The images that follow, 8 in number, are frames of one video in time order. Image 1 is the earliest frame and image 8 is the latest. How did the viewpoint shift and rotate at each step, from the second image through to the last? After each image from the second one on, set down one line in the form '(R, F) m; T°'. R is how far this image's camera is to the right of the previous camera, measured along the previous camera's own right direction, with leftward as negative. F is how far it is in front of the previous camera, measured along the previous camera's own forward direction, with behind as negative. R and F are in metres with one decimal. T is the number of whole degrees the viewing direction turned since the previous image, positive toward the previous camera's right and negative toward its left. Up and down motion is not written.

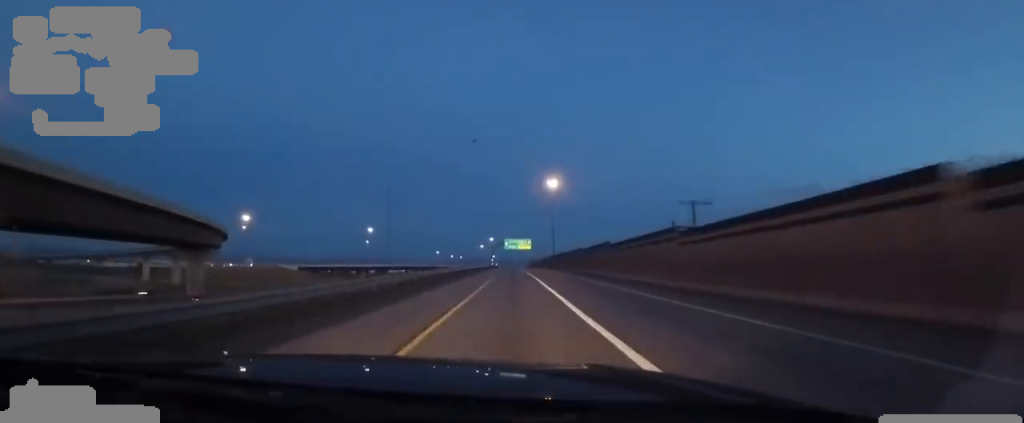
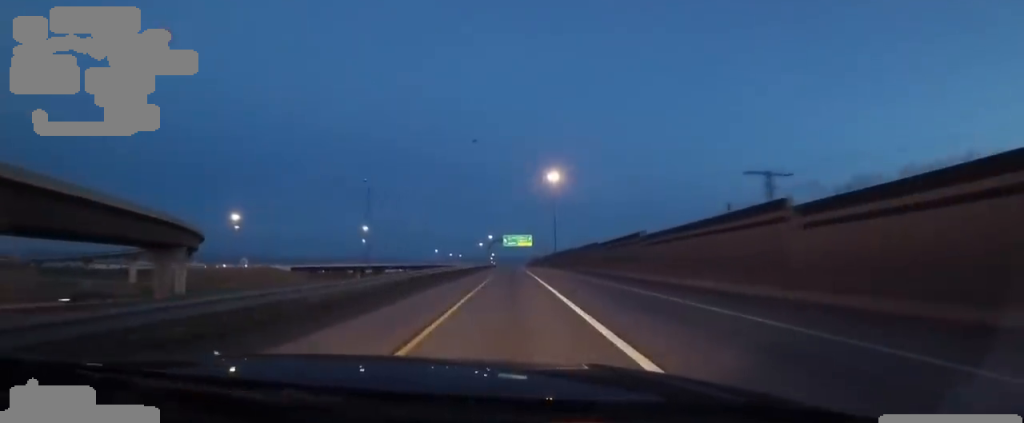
(+0.2, +11.6) m; +1°
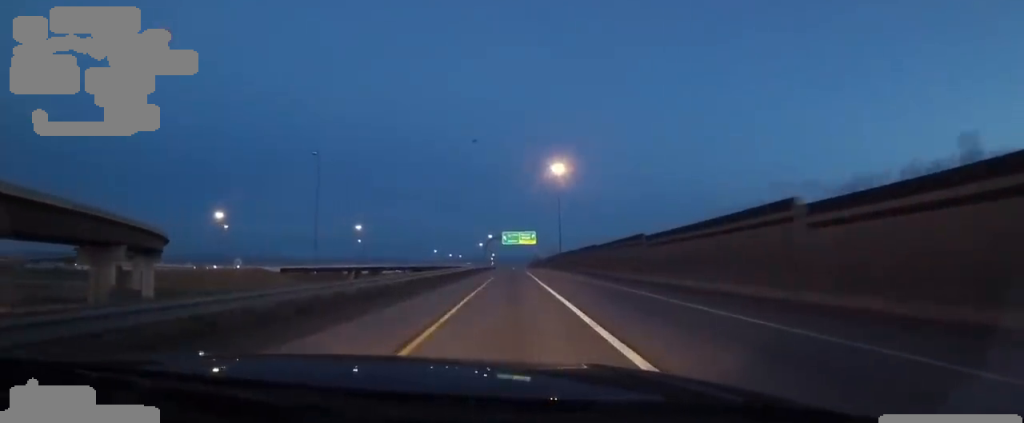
(+0.5, +18.7) m; 0°
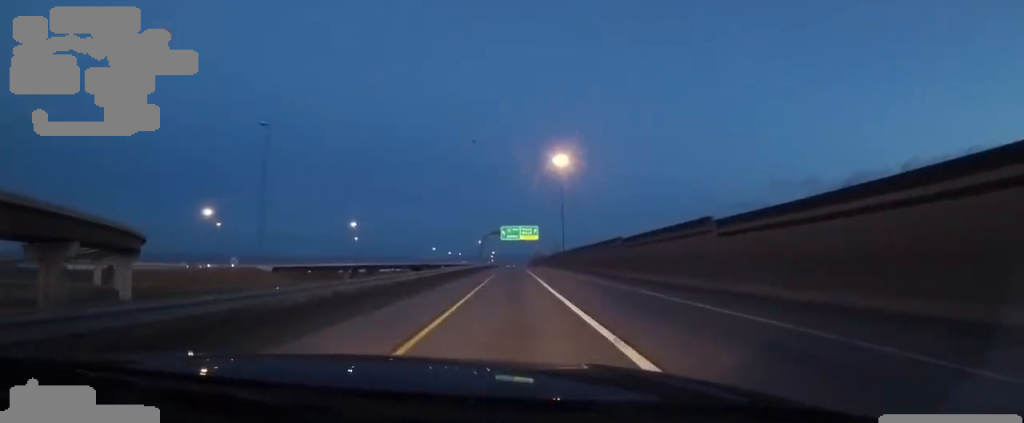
(-0.2, +11.3) m; -1°
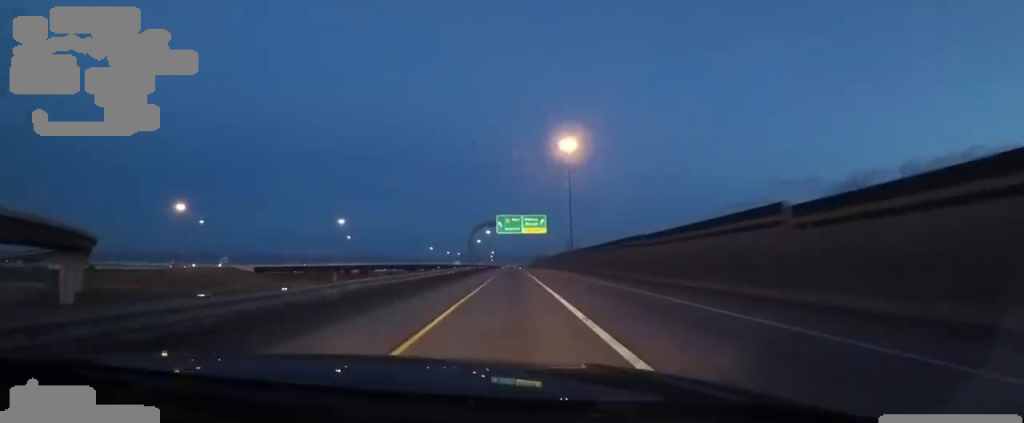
(-0.5, +24.2) m; -2°
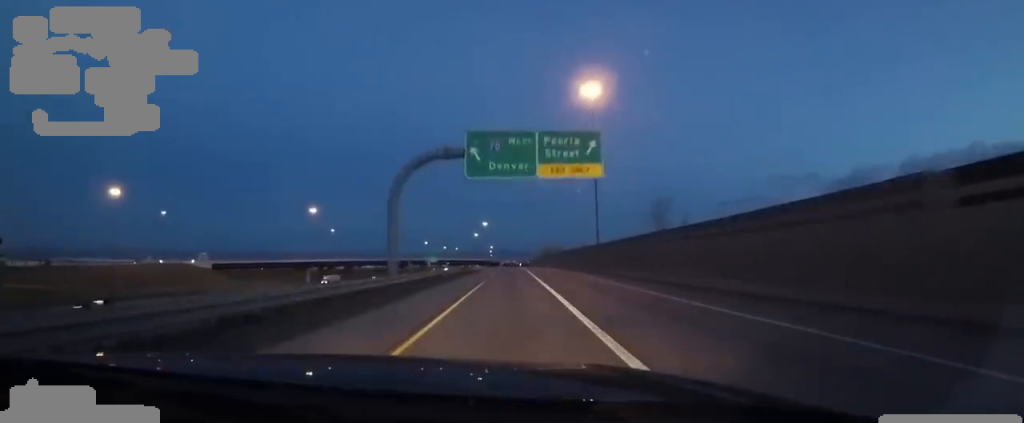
(-0.6, +47.2) m; -1°
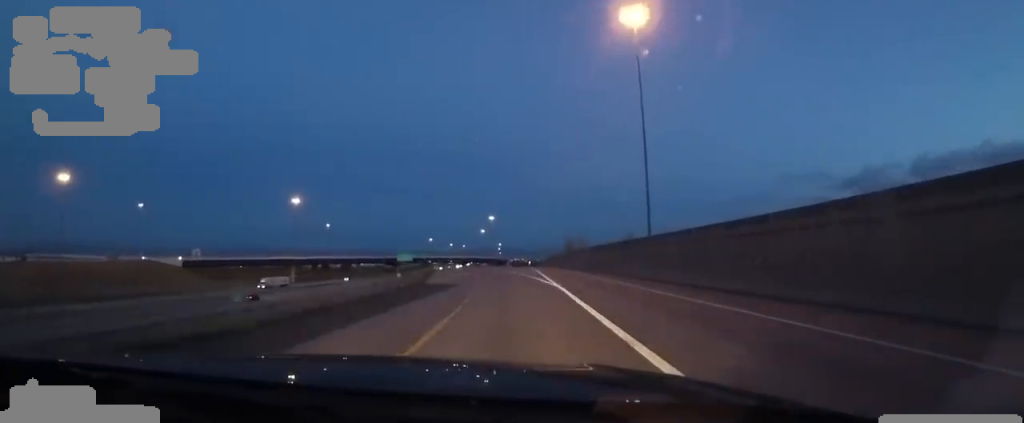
(+0.1, +34.8) m; 0°
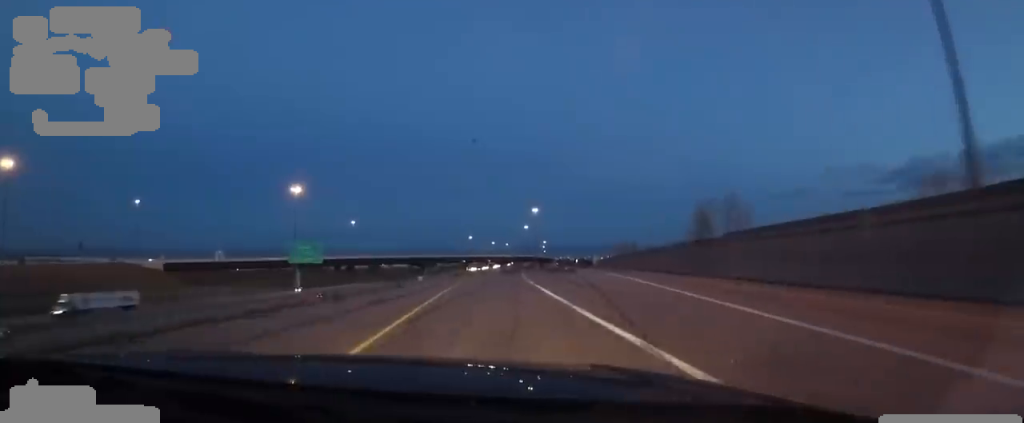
(-0.9, +47.8) m; -4°
